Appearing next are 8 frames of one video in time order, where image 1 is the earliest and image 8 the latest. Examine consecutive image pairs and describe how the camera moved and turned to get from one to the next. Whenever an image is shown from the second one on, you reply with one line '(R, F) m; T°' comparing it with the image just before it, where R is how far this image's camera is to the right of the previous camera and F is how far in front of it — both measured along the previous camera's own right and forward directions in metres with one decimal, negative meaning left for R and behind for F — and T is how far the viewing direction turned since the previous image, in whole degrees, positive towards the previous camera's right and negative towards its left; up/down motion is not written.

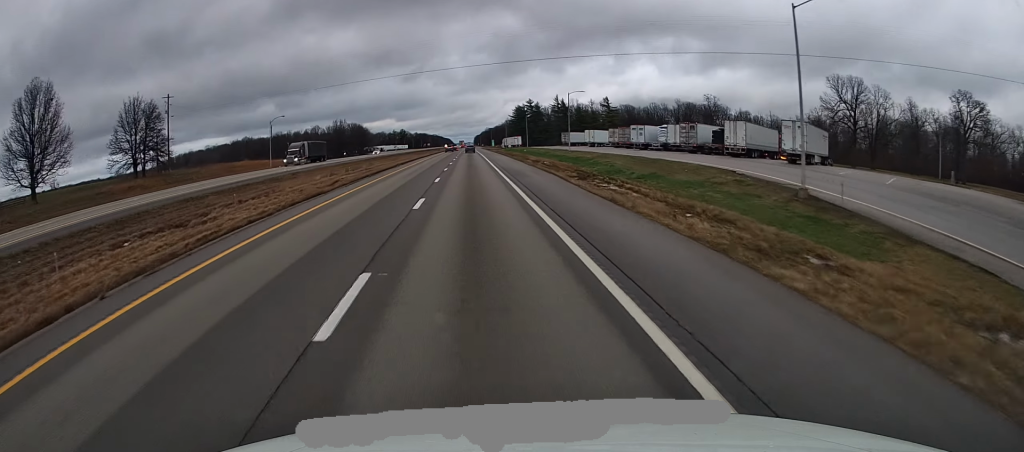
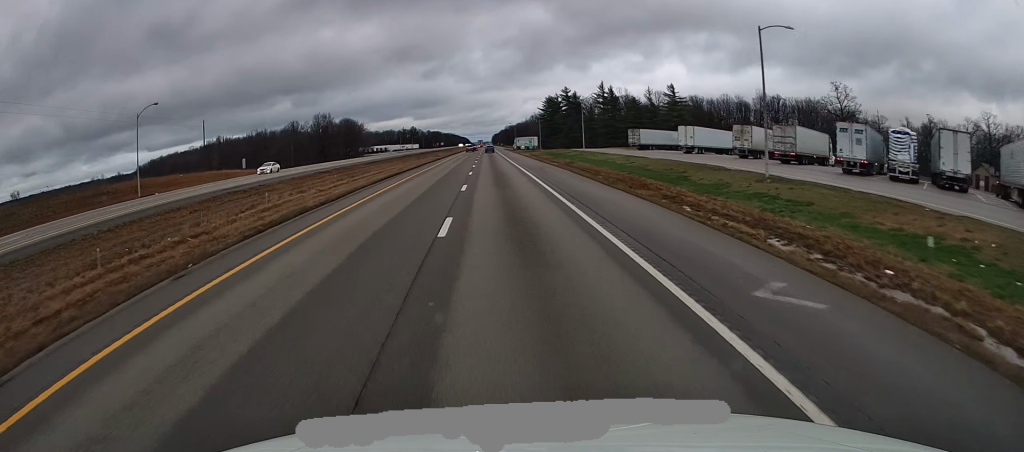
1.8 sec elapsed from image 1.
(+0.3, +54.1) m; 0°
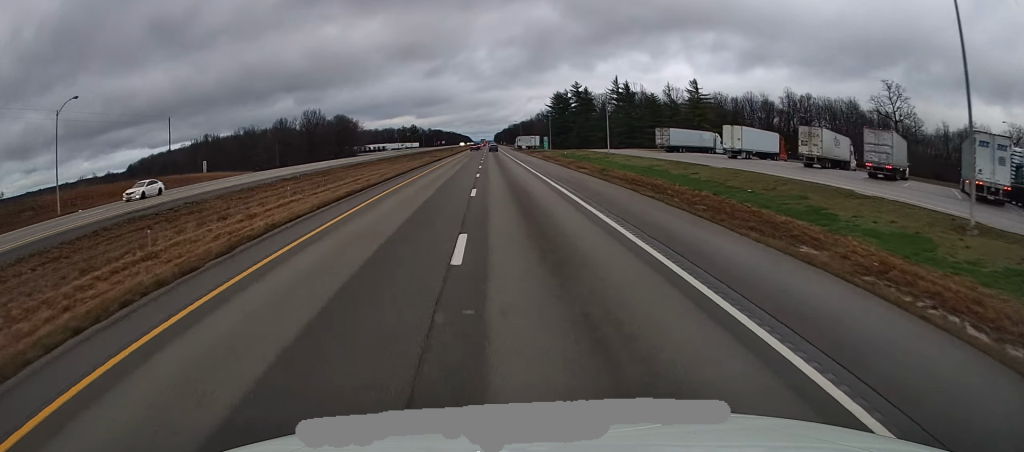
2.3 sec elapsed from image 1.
(-0.3, +15.3) m; 0°
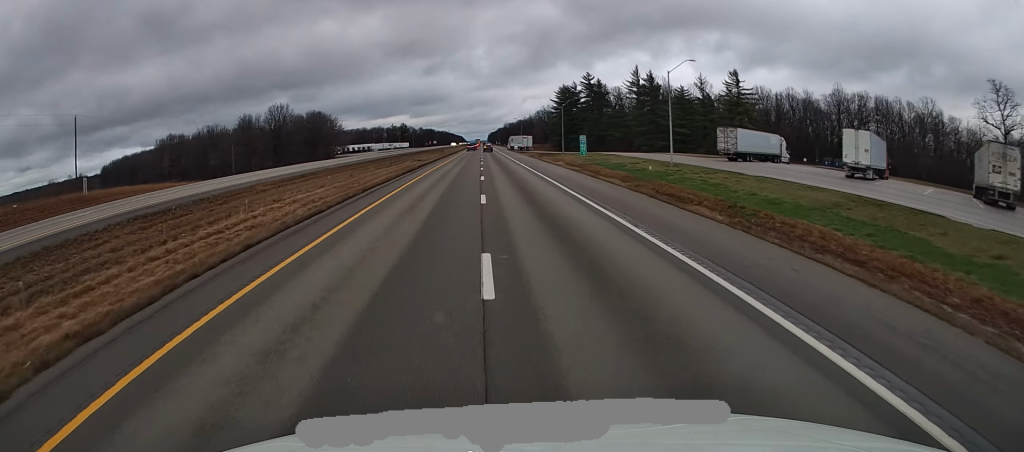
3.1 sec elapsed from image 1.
(+0.1, +26.5) m; 0°
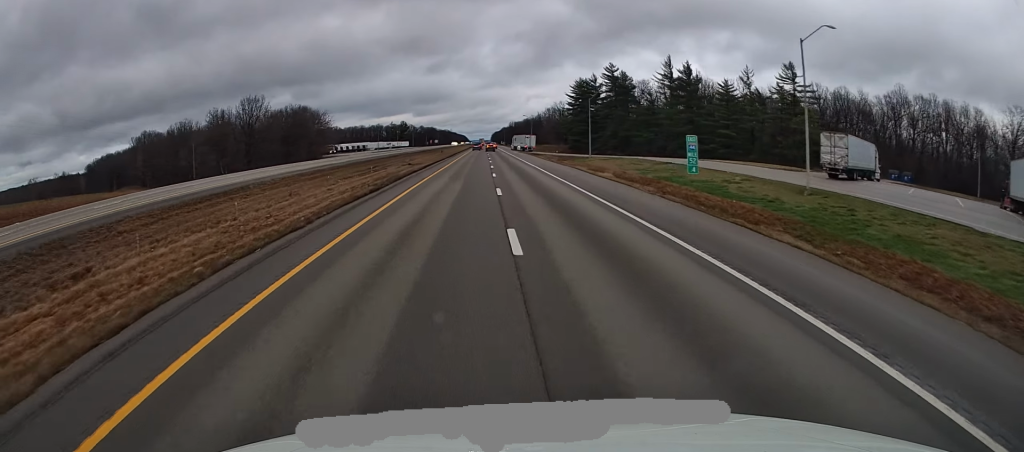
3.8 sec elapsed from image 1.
(+0.2, +21.4) m; 0°
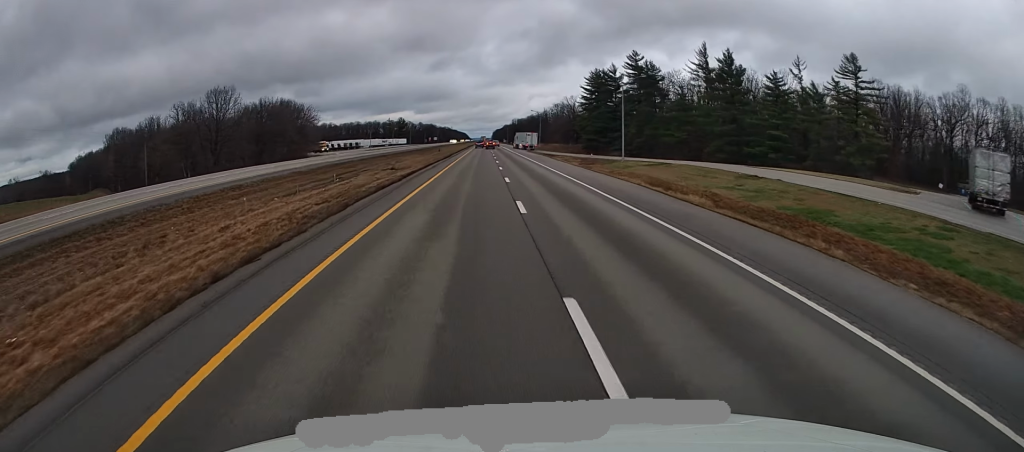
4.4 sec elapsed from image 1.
(-0.2, +18.4) m; -1°
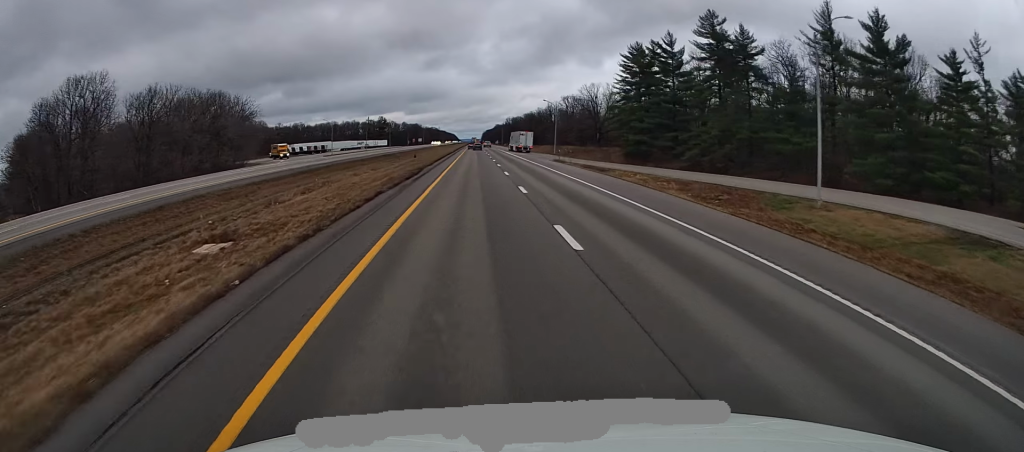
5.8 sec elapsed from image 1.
(-0.7, +41.8) m; 0°
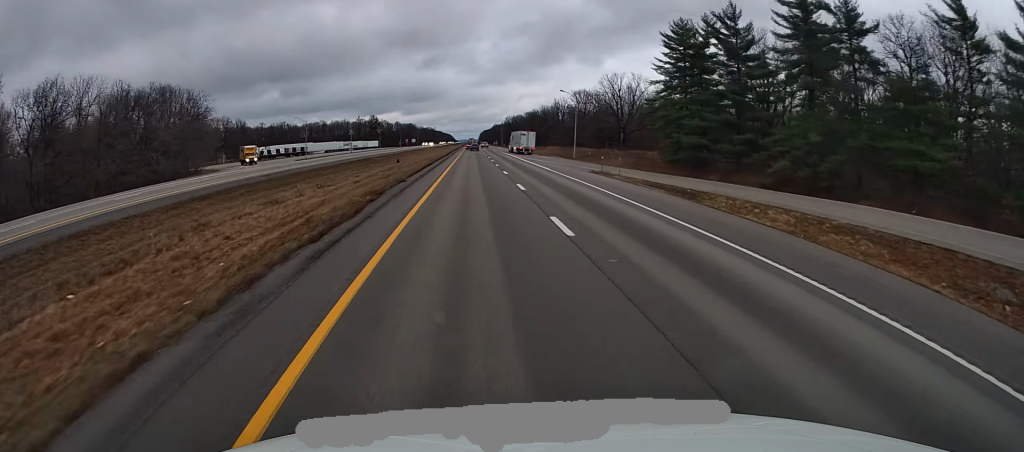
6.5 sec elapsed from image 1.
(+0.5, +22.5) m; +1°
